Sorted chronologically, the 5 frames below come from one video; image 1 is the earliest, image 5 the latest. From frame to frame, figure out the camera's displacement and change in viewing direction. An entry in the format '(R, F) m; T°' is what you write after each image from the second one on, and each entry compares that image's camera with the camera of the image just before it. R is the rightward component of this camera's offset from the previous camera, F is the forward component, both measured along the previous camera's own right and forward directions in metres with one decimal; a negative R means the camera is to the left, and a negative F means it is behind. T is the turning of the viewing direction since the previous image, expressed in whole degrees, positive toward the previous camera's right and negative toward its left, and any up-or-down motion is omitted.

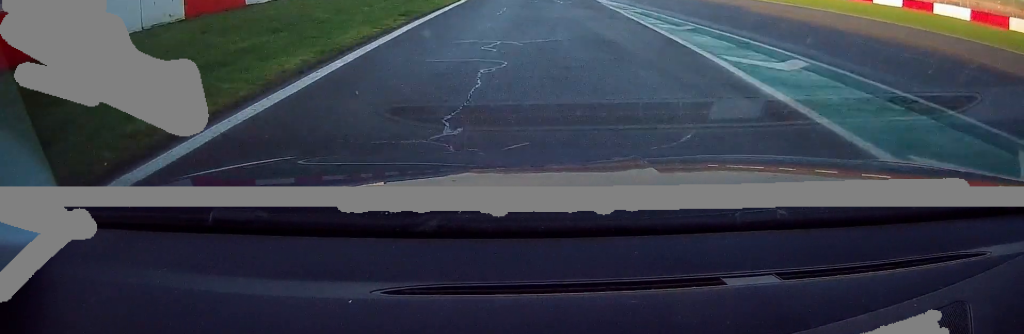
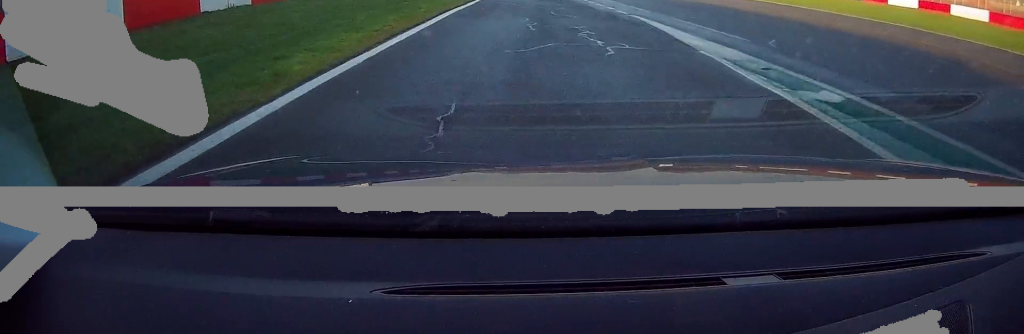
(0.0, +13.6) m; -1°
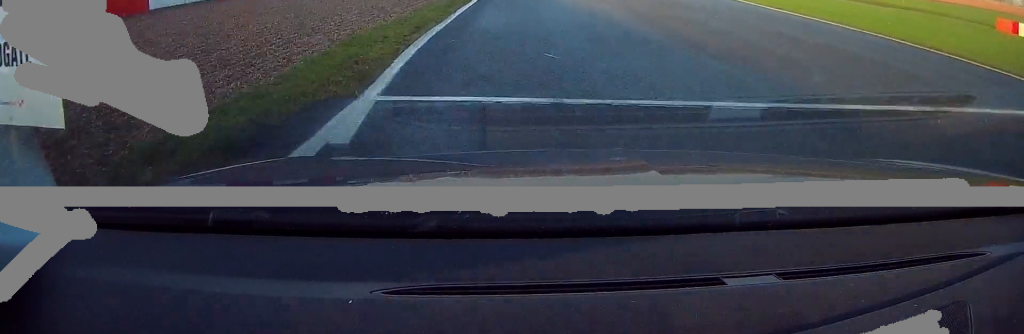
(0.0, +69.0) m; +1°
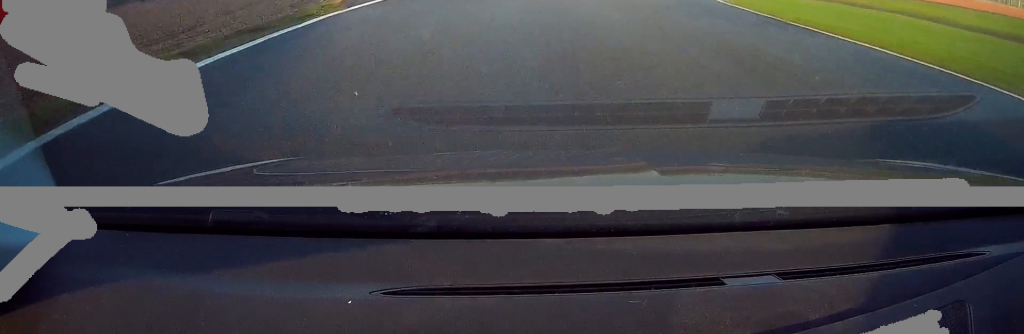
(+1.7, +25.2) m; +9°
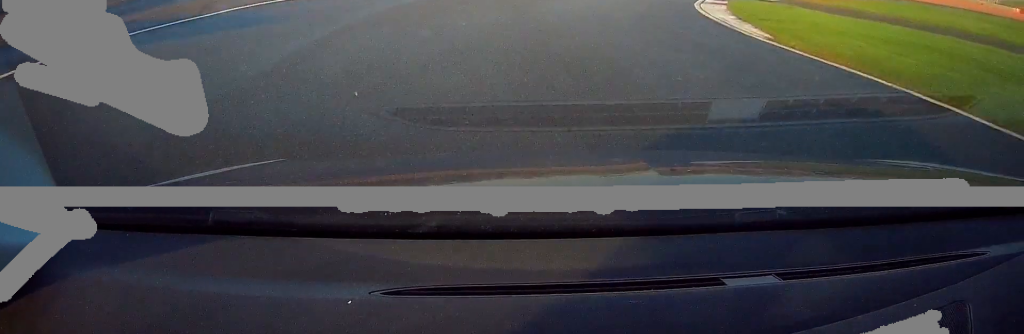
(+1.2, +17.6) m; +9°
